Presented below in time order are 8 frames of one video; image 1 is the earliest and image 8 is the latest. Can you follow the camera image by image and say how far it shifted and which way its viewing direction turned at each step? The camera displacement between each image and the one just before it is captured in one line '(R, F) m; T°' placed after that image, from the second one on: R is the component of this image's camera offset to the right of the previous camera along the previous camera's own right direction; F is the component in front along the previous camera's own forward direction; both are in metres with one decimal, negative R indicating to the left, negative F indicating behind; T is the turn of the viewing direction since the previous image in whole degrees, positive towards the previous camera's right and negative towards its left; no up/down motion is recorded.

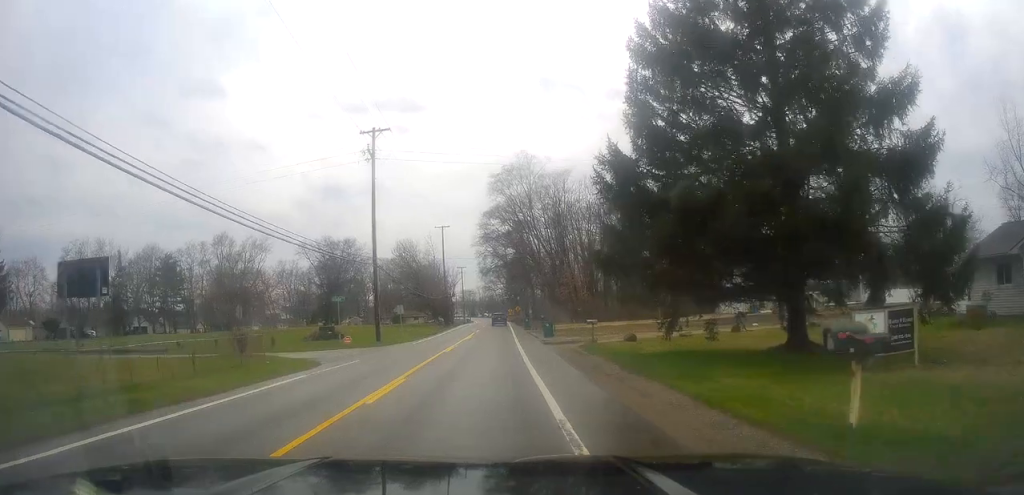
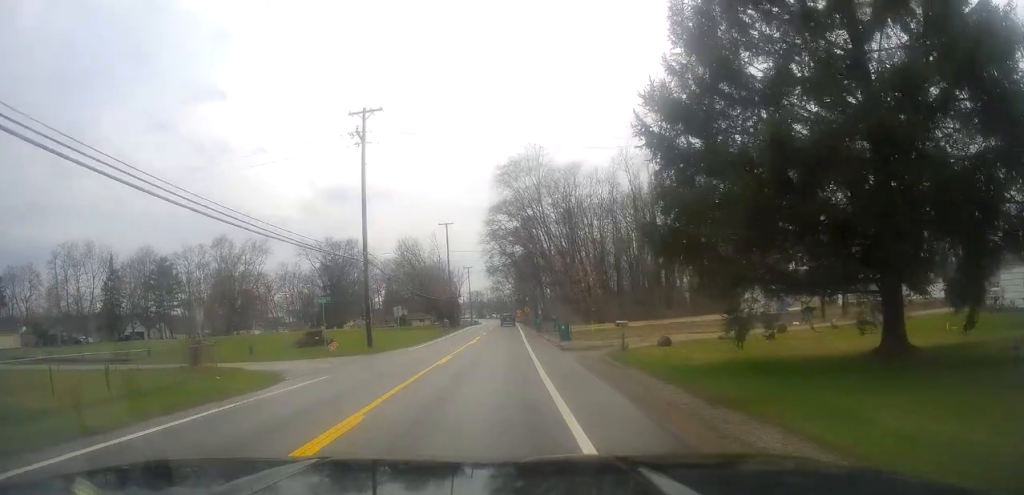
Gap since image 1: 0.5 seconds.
(0.0, +5.1) m; -1°
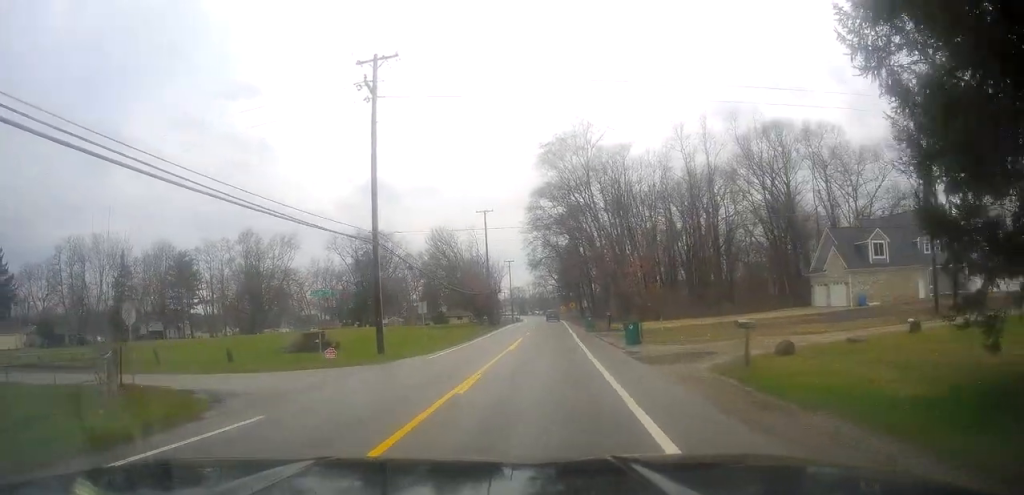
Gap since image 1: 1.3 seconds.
(0.0, +8.6) m; -4°
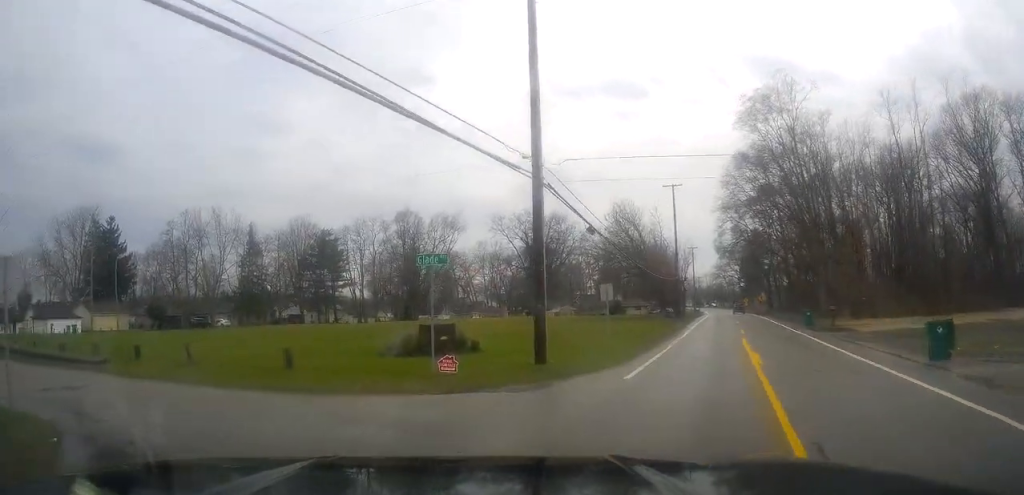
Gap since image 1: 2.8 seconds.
(-1.8, +12.1) m; -23°
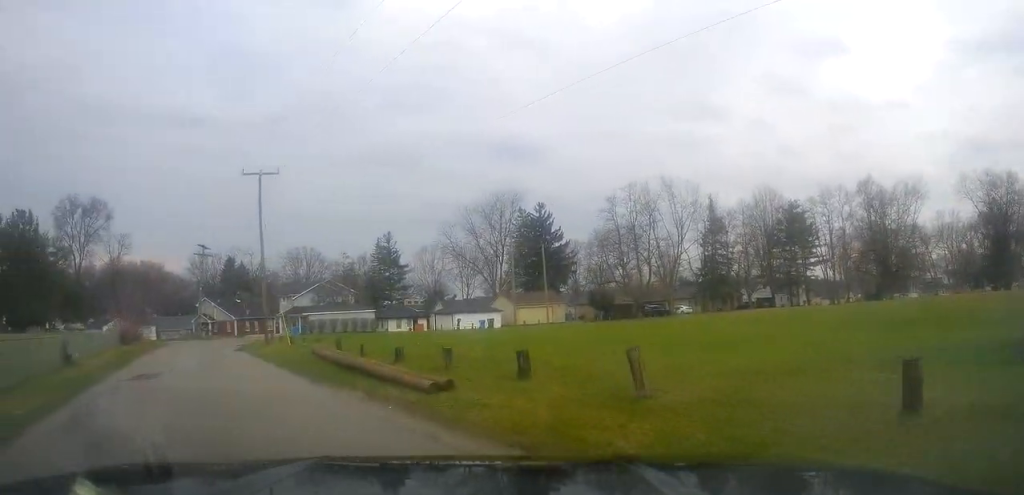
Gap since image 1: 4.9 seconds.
(-3.1, +11.5) m; -34°
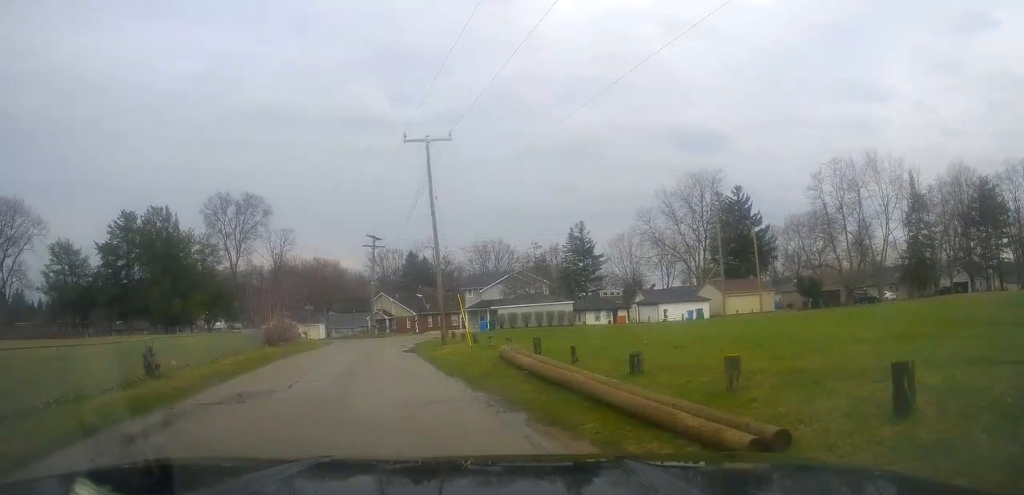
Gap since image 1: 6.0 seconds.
(-1.4, +5.8) m; -26°
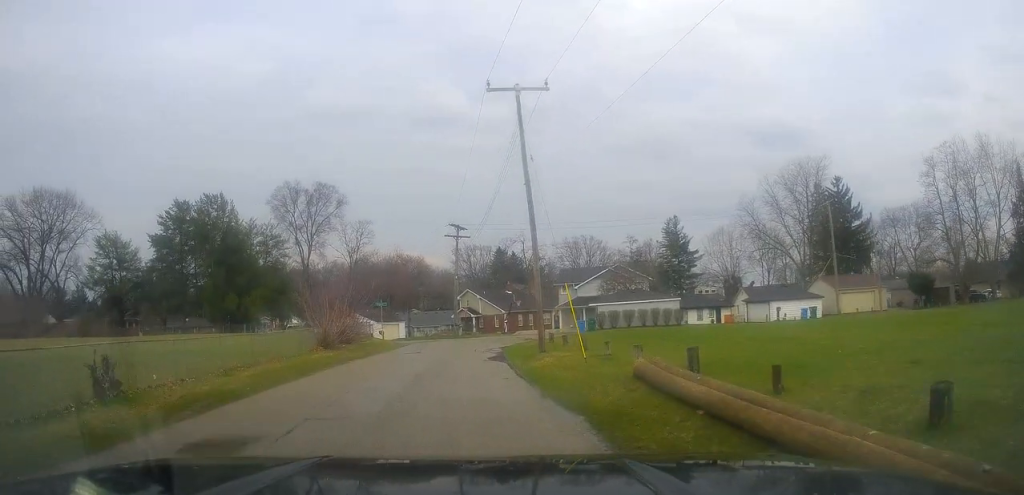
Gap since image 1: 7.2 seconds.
(-1.1, +6.5) m; -15°
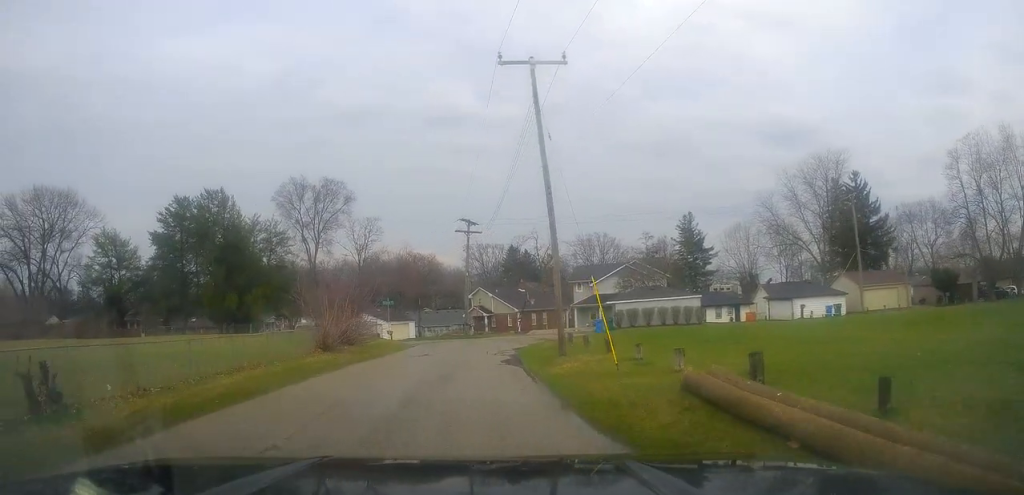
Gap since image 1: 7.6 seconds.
(-0.3, +2.6) m; 0°
